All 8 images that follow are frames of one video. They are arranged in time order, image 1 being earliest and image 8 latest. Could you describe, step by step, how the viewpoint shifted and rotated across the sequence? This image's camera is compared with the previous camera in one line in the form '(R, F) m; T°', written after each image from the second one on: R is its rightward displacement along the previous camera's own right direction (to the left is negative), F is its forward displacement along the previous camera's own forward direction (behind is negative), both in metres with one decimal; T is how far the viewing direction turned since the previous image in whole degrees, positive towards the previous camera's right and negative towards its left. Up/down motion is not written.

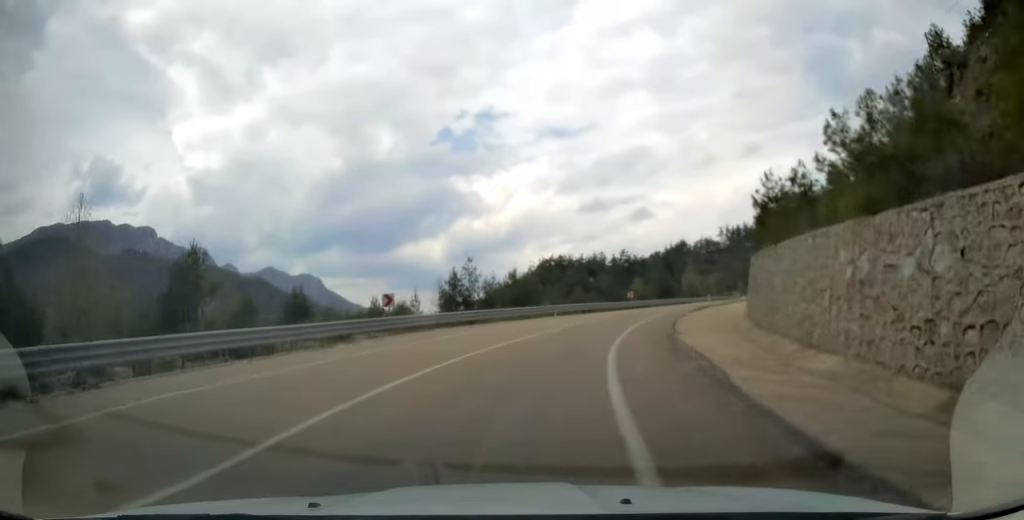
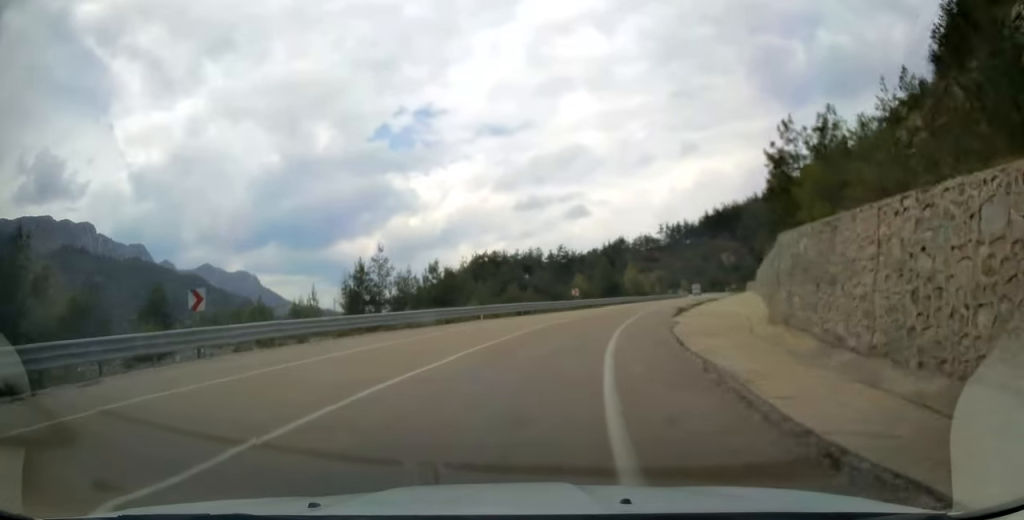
(+0.3, +11.6) m; +5°
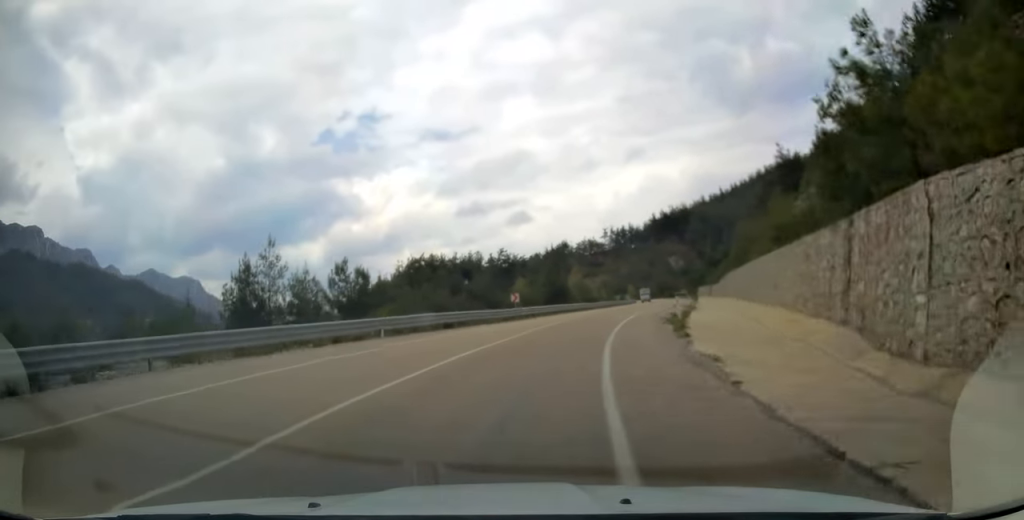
(+0.7, +11.3) m; +4°
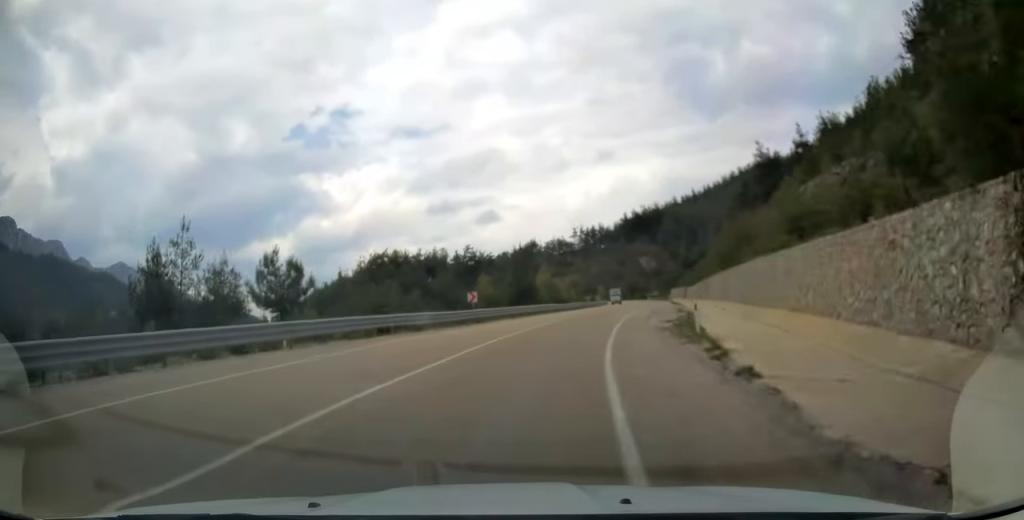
(+0.2, +7.4) m; +3°
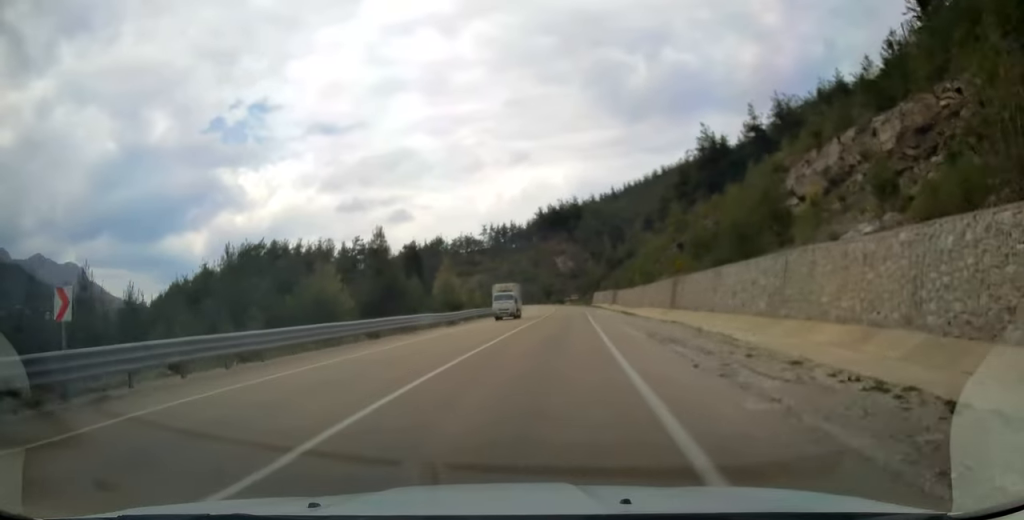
(+2.4, +29.0) m; +9°
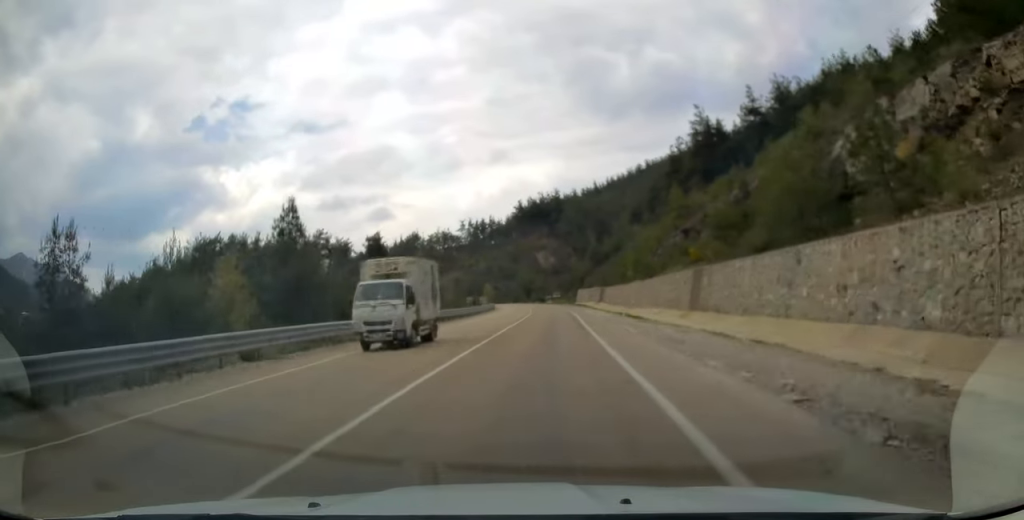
(+0.4, +13.8) m; +1°
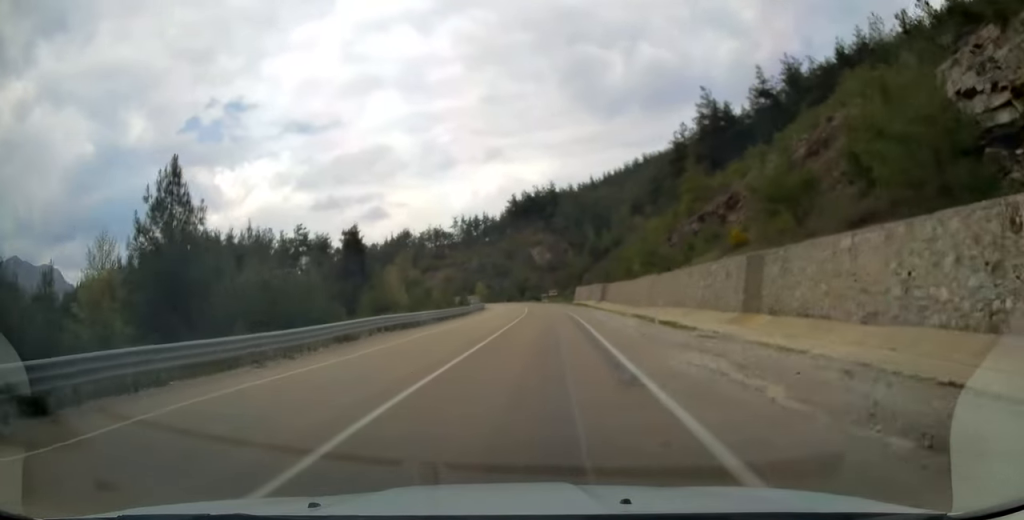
(+0.1, +11.6) m; 0°
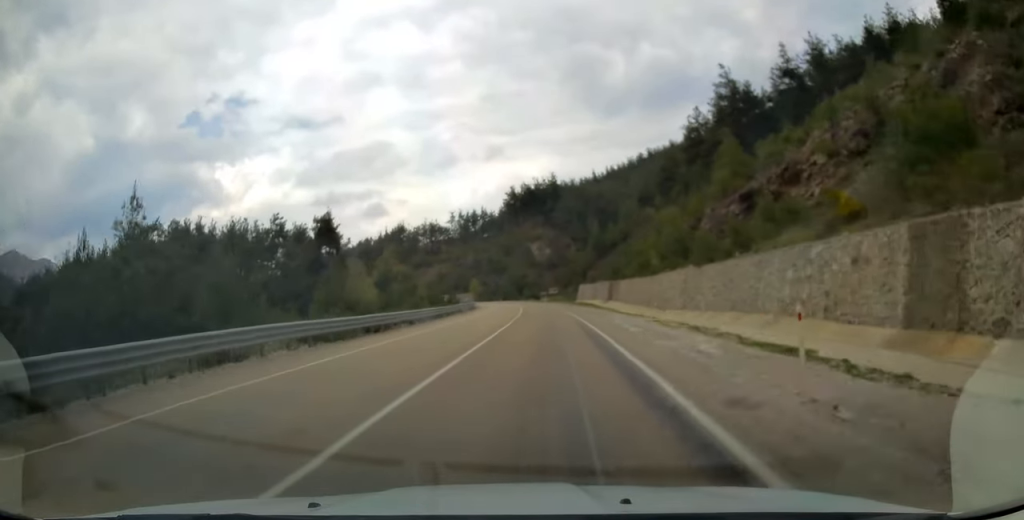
(-0.1, +13.6) m; 0°
